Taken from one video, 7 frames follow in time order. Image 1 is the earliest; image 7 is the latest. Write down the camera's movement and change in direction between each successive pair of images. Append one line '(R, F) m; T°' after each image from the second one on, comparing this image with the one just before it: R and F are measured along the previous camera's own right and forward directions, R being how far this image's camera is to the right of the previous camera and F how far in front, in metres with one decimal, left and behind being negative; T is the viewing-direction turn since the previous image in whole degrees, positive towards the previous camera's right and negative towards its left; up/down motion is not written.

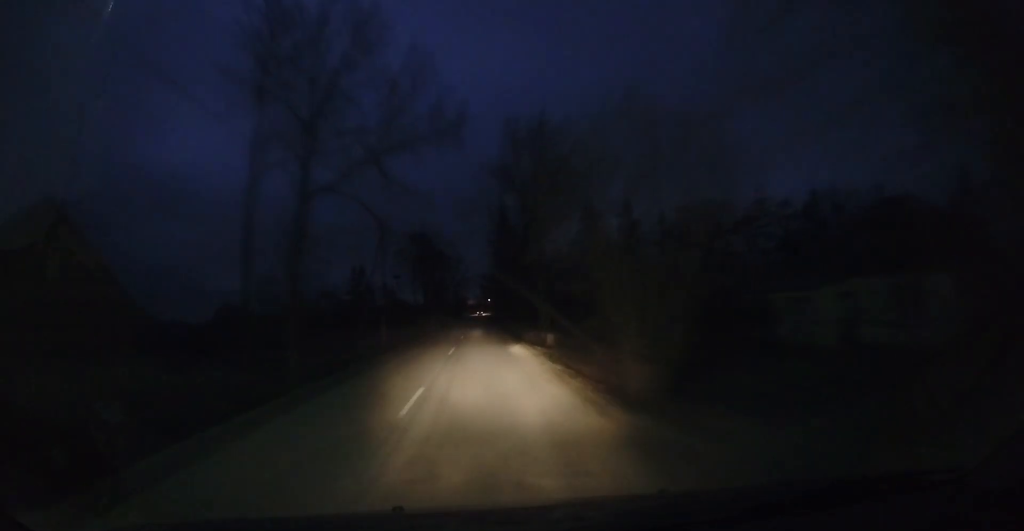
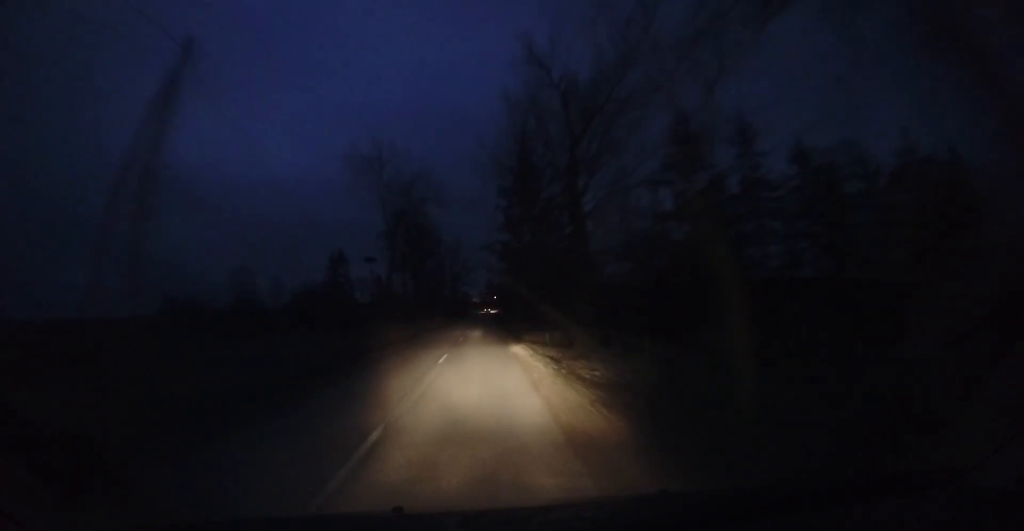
(+0.2, +18.8) m; 0°
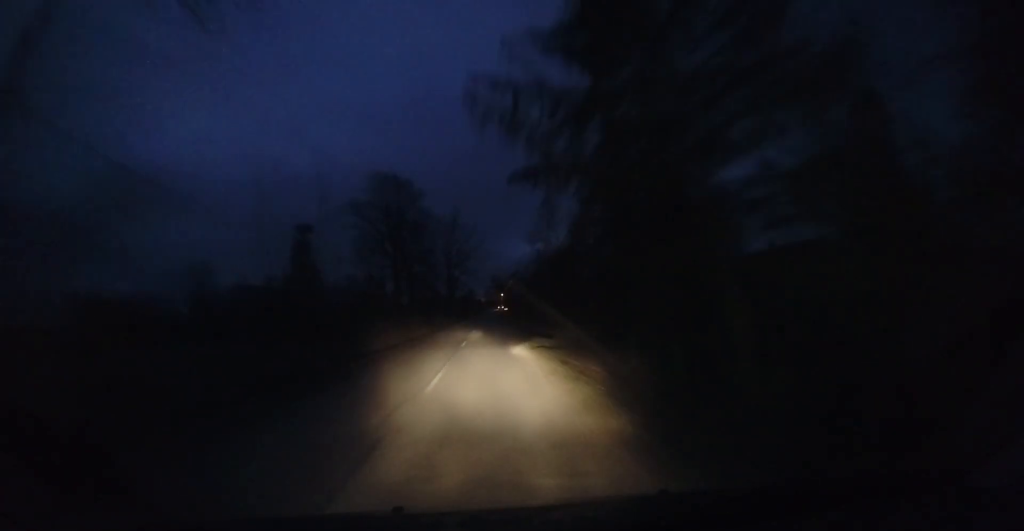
(-0.3, +20.3) m; -1°
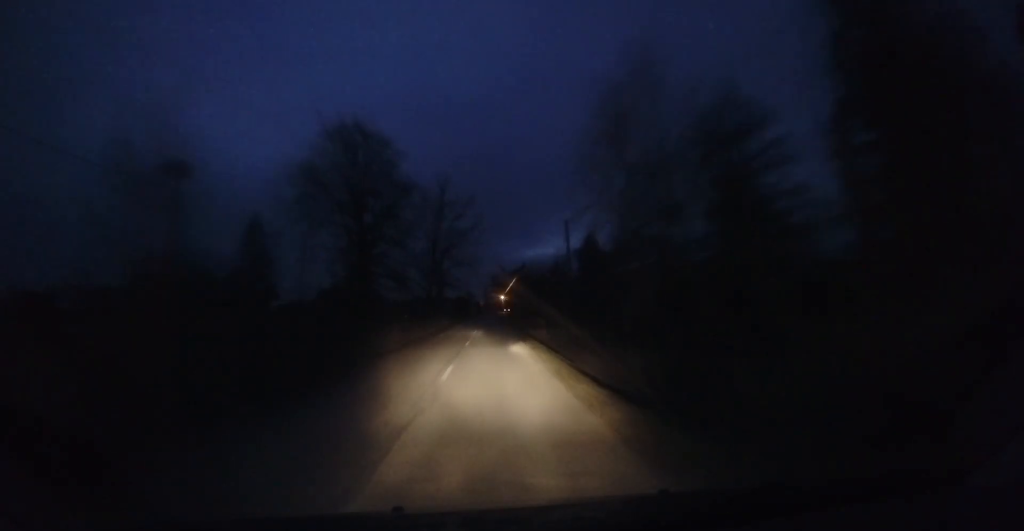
(+0.1, +14.5) m; +1°
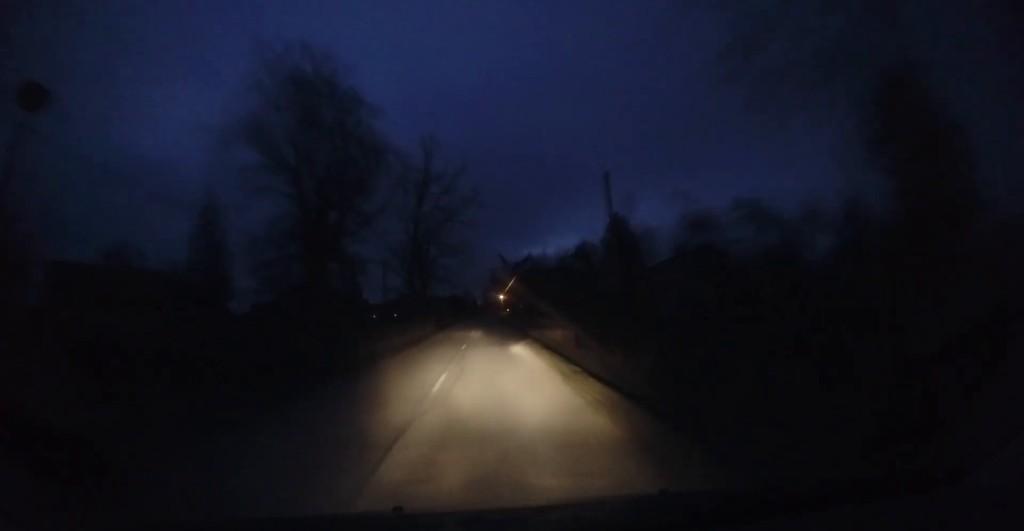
(0.0, +9.6) m; 0°
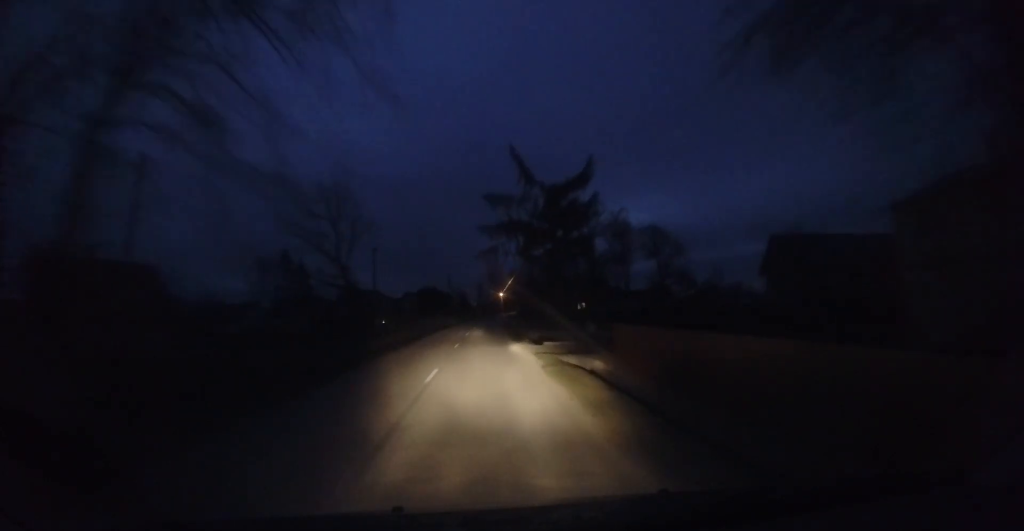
(-0.3, +30.9) m; +1°
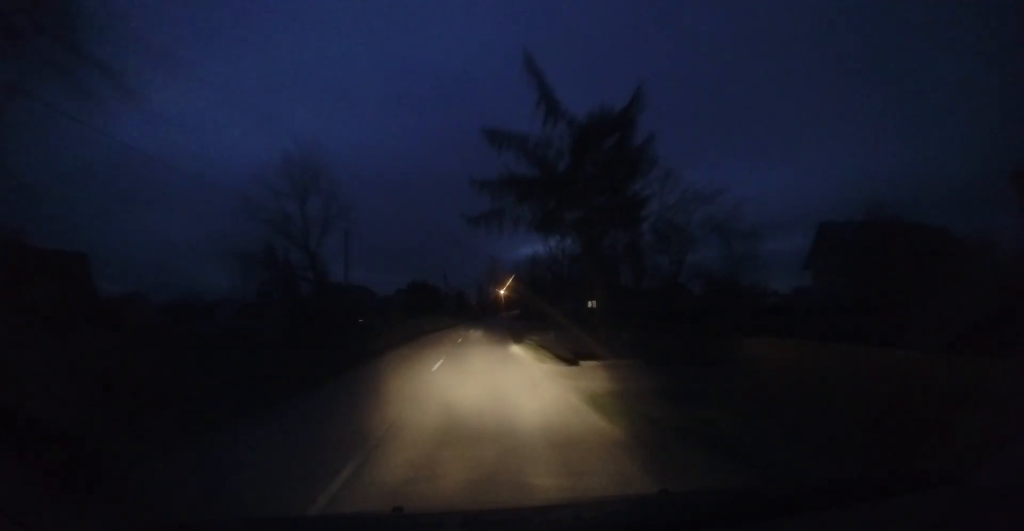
(-0.1, +6.3) m; +1°
